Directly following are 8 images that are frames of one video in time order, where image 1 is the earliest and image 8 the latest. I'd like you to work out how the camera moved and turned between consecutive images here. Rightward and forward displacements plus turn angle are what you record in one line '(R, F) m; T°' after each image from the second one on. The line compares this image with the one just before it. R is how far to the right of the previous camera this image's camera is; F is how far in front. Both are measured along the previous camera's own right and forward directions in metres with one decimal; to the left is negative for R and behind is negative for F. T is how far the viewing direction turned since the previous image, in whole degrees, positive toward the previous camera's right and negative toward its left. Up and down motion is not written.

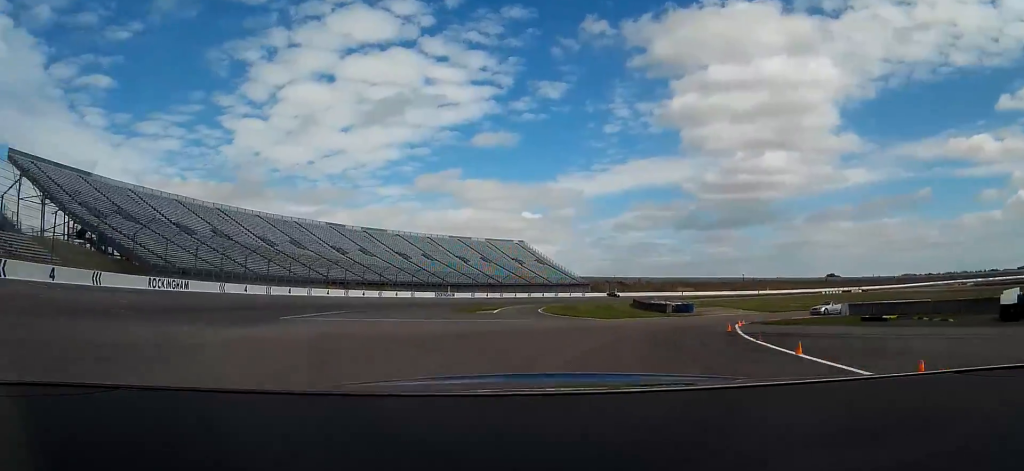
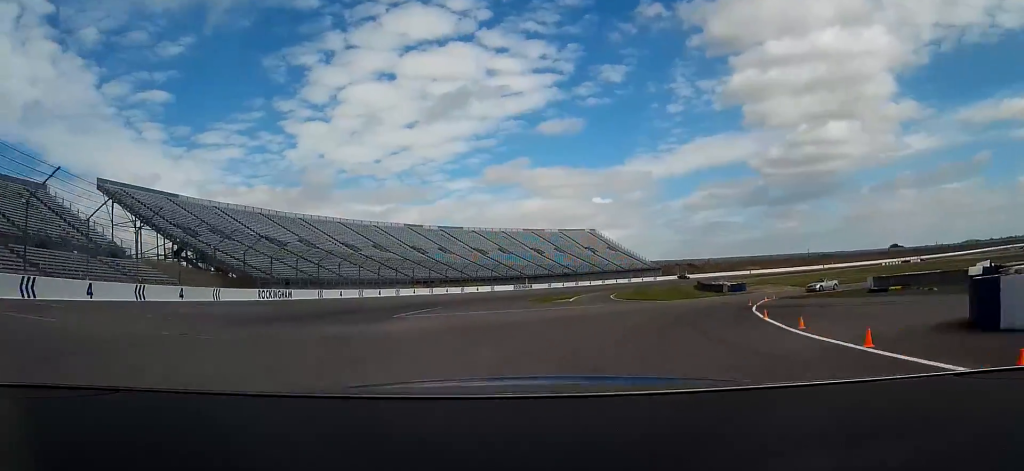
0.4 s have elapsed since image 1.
(-0.9, +8.7) m; -7°
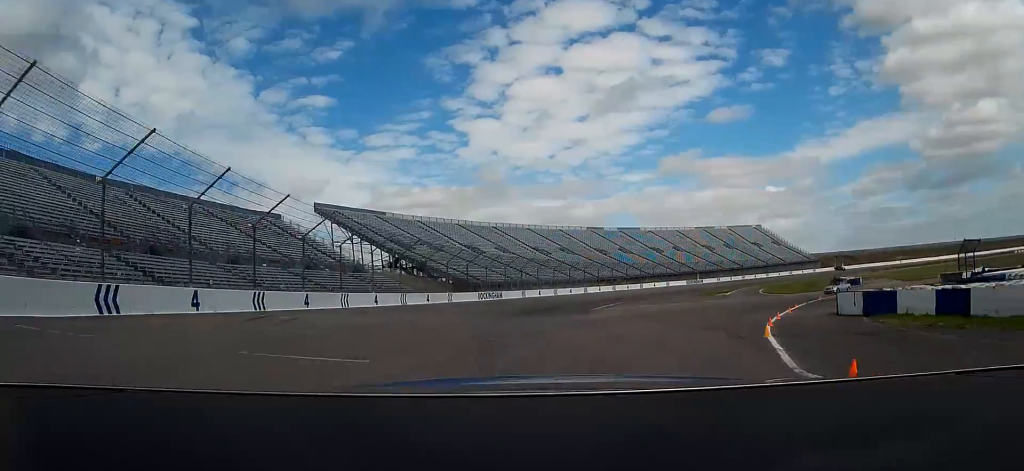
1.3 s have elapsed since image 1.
(-2.3, +19.8) m; -14°
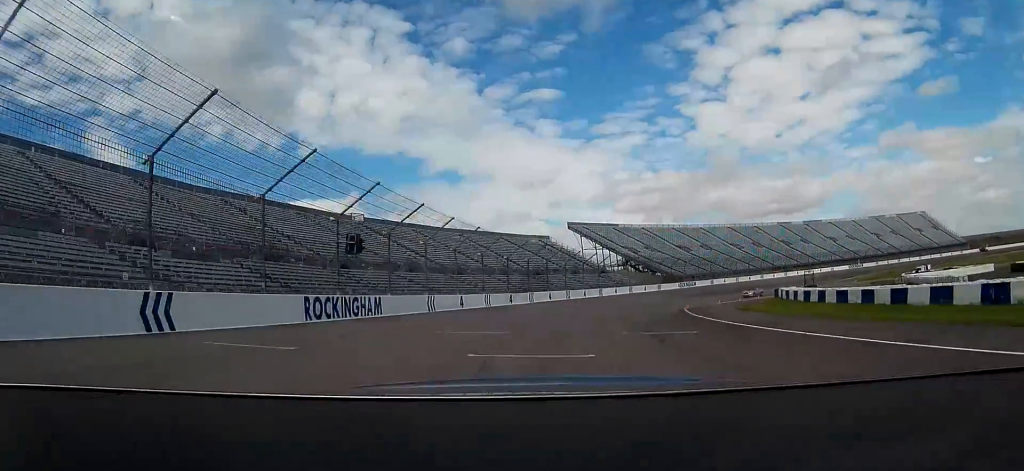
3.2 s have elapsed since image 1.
(-10.9, +52.3) m; -19°
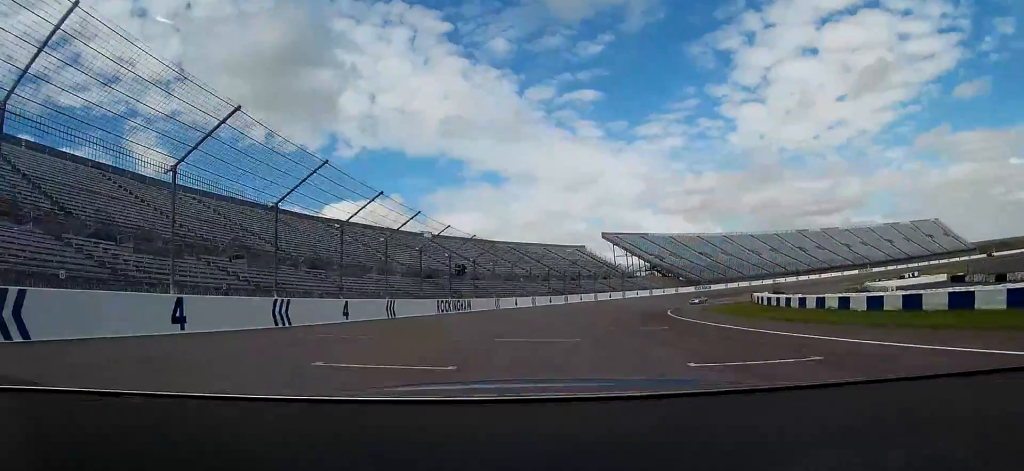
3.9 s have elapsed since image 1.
(-1.1, +24.1) m; -3°
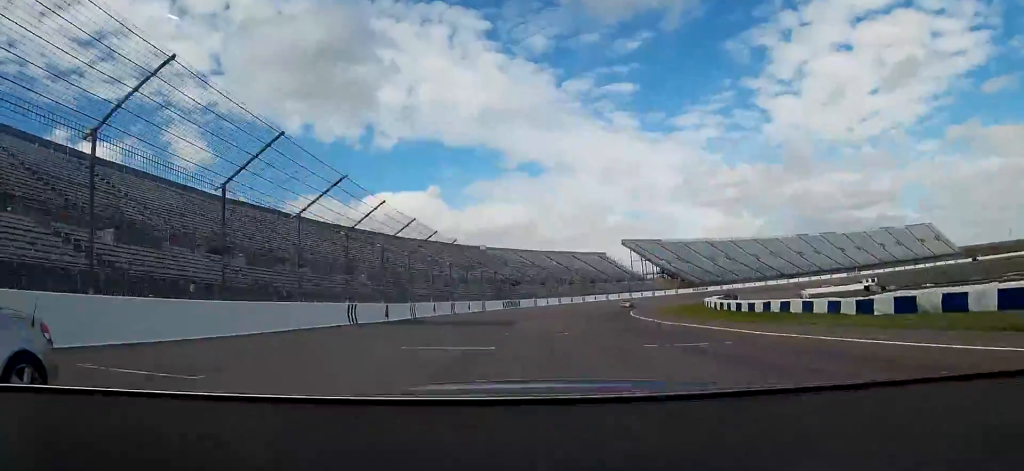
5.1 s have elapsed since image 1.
(-1.2, +41.3) m; -3°
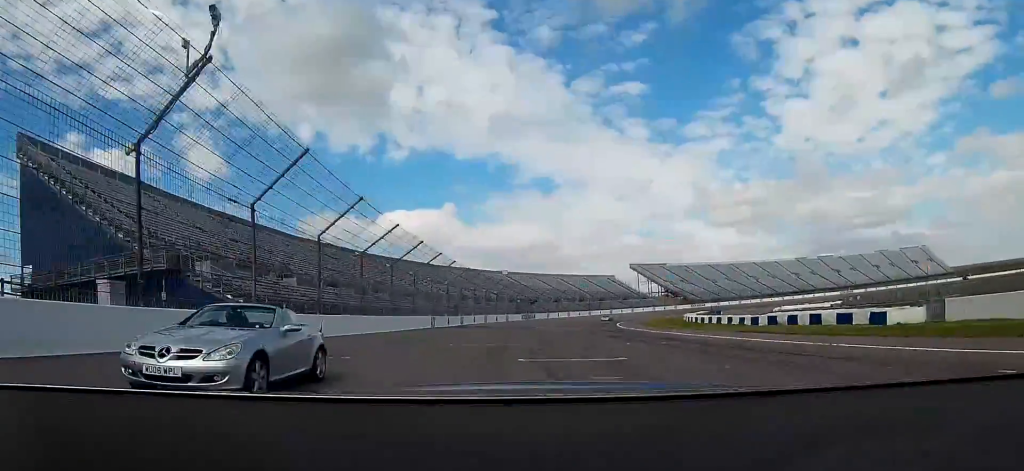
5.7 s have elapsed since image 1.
(-0.4, +24.2) m; -1°
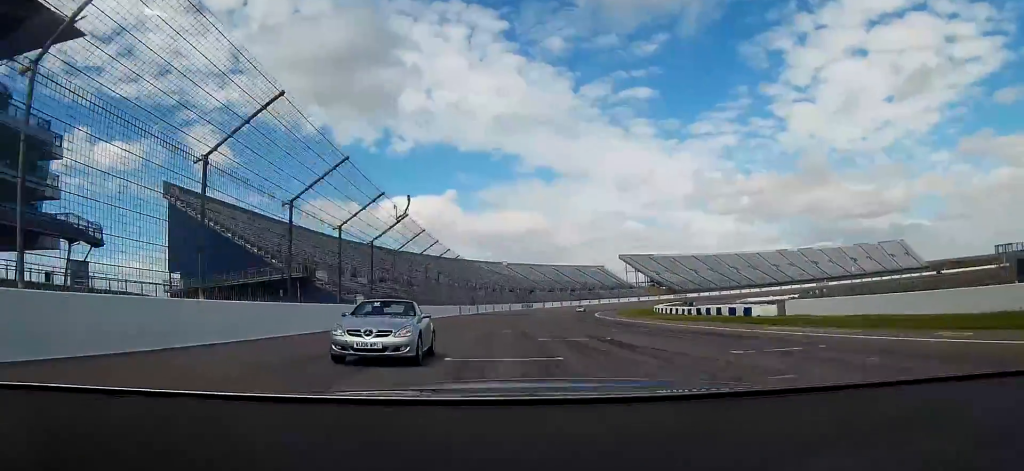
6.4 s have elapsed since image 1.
(-0.2, +24.7) m; -1°
